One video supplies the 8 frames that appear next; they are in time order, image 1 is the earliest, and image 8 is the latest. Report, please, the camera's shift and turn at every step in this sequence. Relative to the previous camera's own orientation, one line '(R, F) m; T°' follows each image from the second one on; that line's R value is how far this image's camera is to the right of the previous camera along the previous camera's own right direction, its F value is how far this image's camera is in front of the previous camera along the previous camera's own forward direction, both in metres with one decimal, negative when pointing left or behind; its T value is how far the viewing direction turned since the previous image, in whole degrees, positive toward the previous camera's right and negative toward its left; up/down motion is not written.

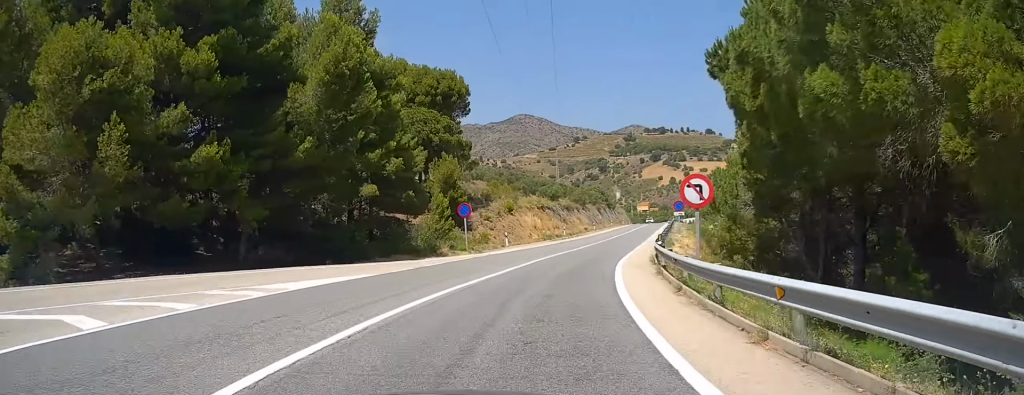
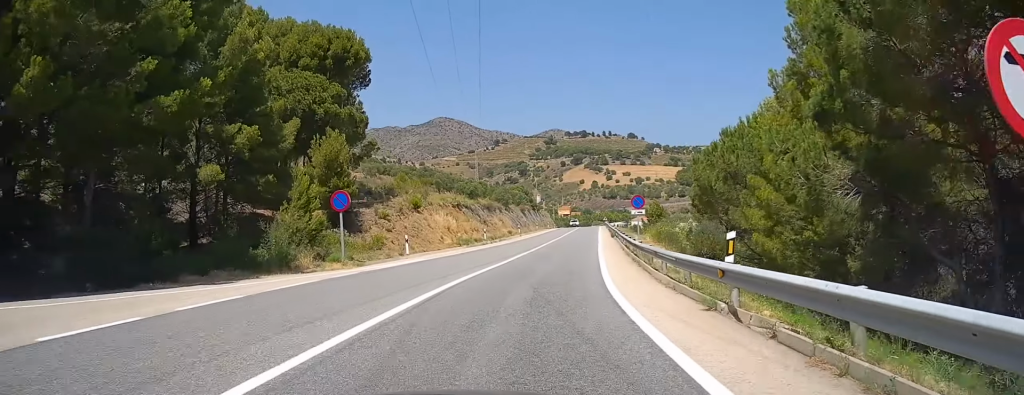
(+1.0, +13.0) m; +8°
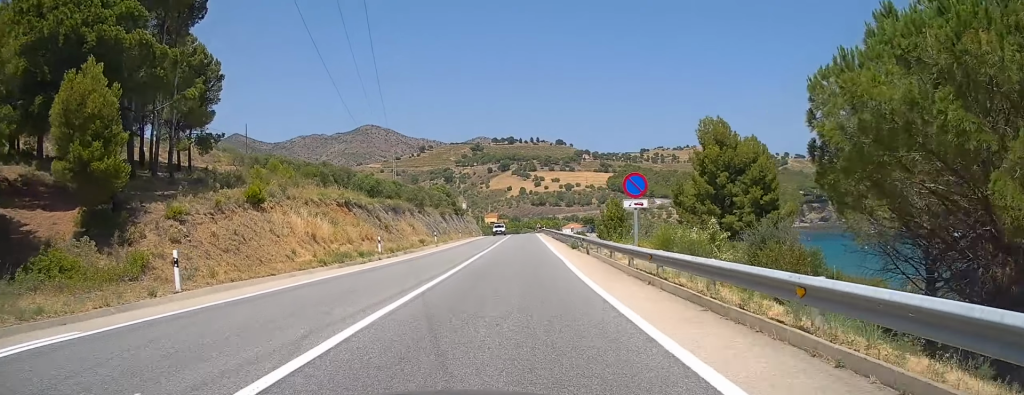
(+1.4, +18.3) m; +5°
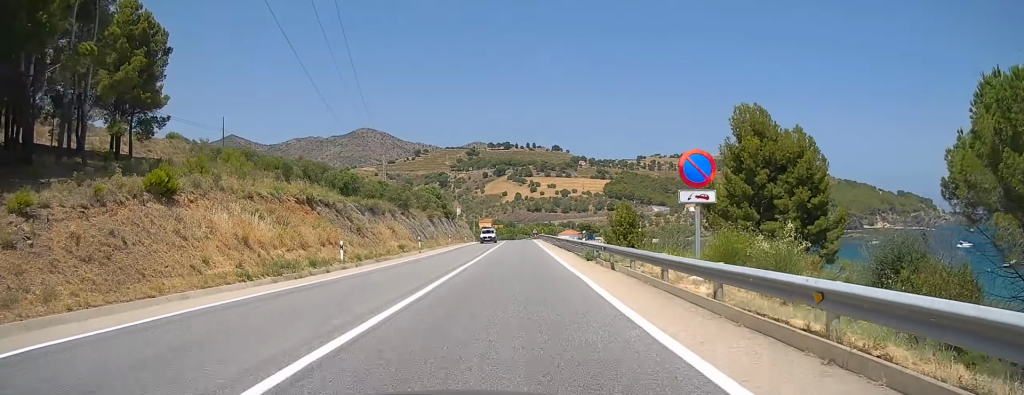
(+0.1, +7.9) m; +1°
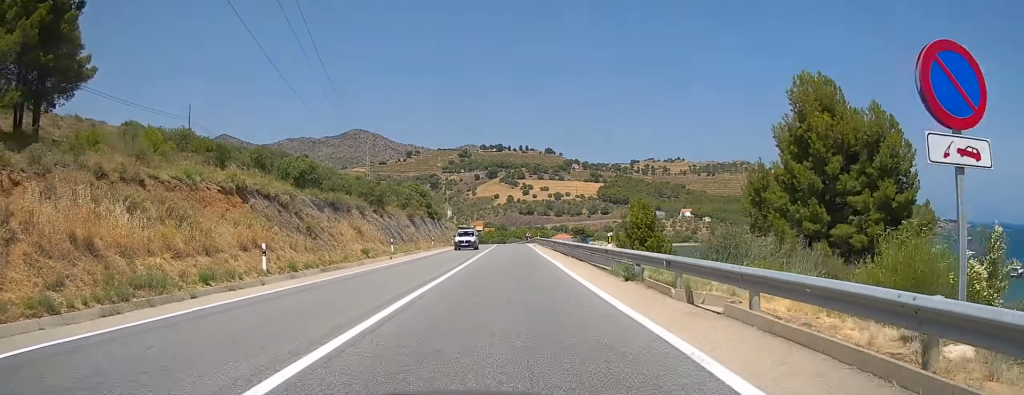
(+0.1, +9.4) m; +1°
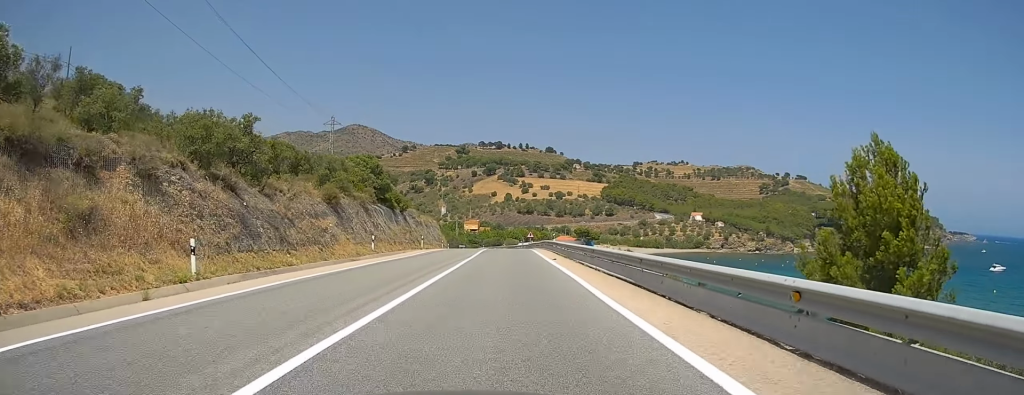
(0.0, +30.3) m; -1°
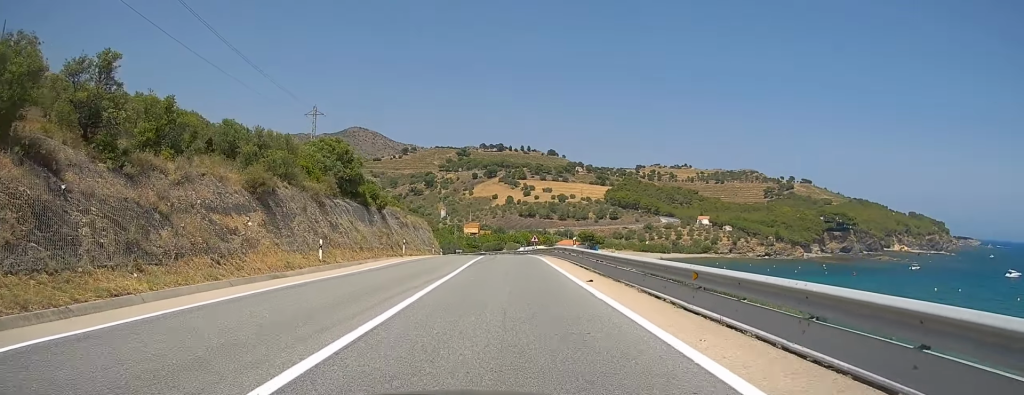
(-0.1, +12.9) m; -1°
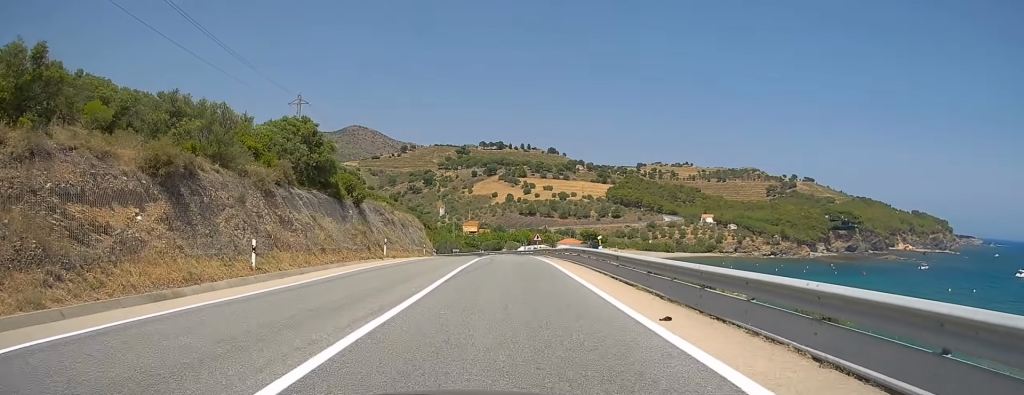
(0.0, +8.4) m; 0°
